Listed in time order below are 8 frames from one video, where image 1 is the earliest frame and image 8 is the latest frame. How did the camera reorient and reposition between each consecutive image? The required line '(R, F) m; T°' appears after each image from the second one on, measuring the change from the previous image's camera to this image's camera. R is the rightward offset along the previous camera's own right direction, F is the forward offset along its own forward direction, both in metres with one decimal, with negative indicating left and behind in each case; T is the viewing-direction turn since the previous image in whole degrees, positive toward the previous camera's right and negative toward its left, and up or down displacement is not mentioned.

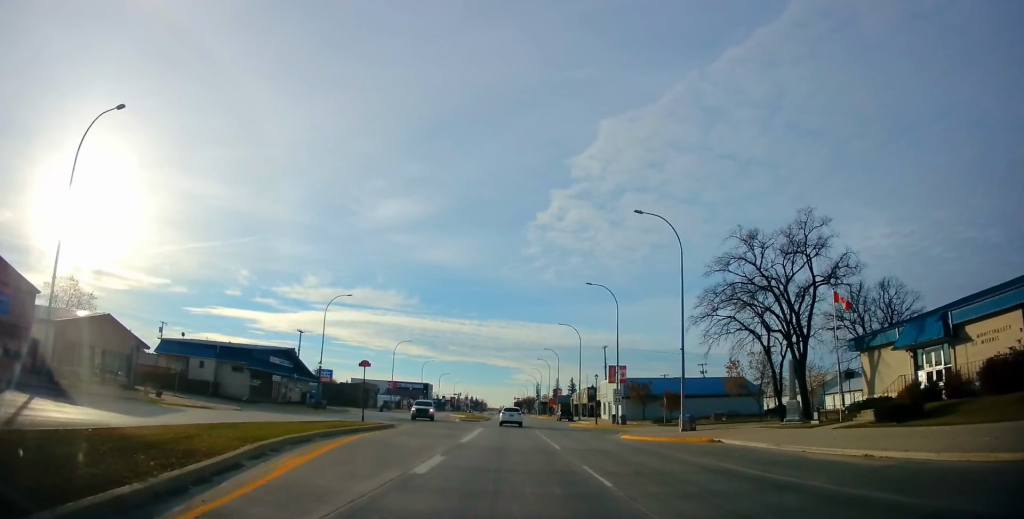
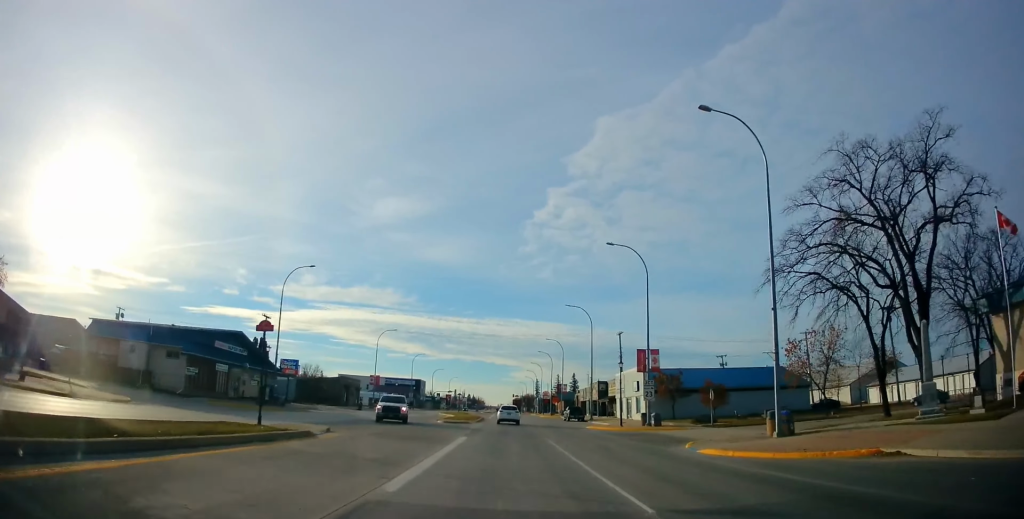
(-0.2, +13.6) m; -1°
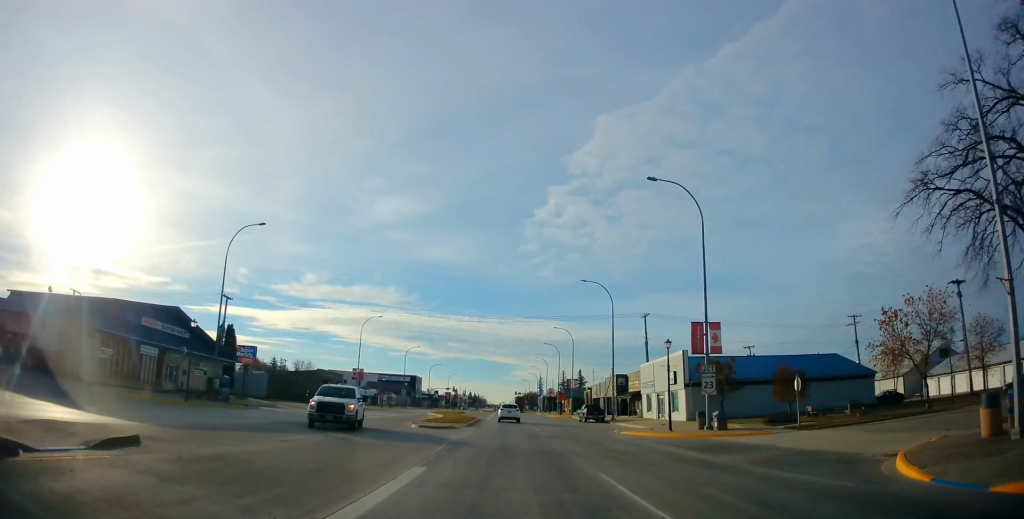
(0.0, +13.0) m; 0°
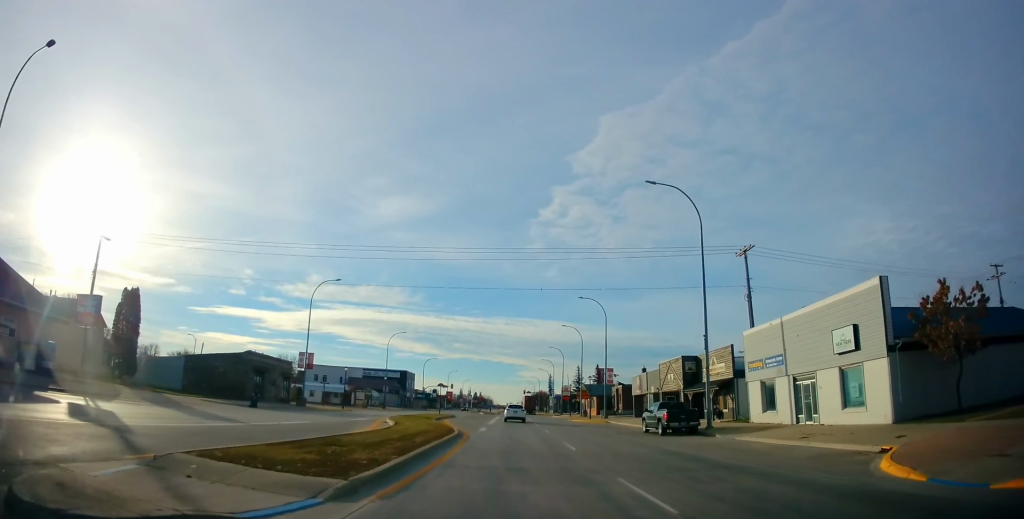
(0.0, +26.7) m; 0°
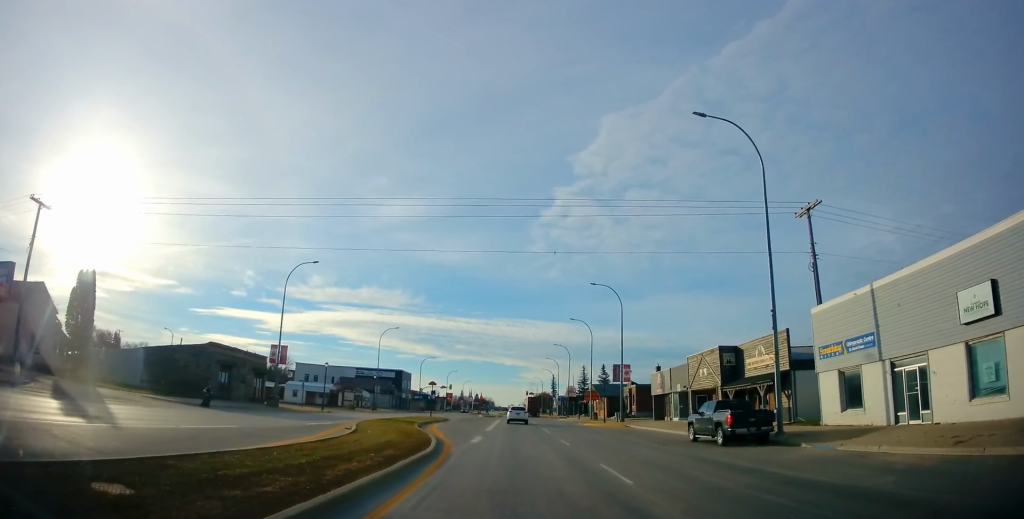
(0.0, +8.7) m; 0°
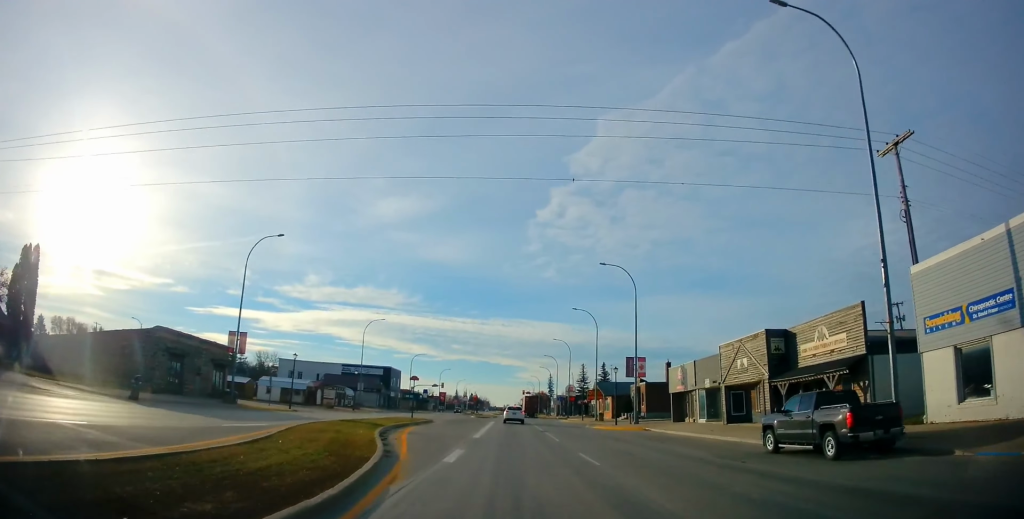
(0.0, +8.5) m; 0°
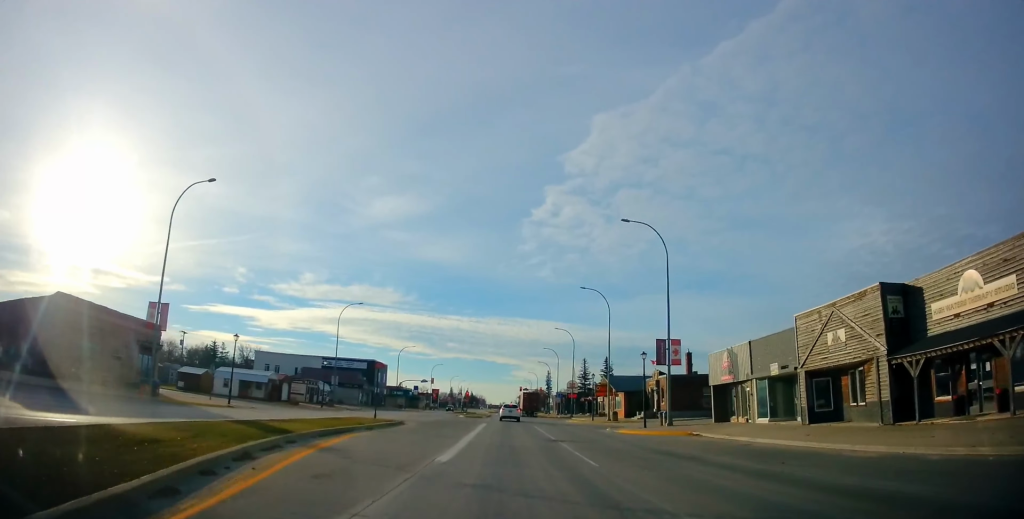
(0.0, +12.2) m; 0°
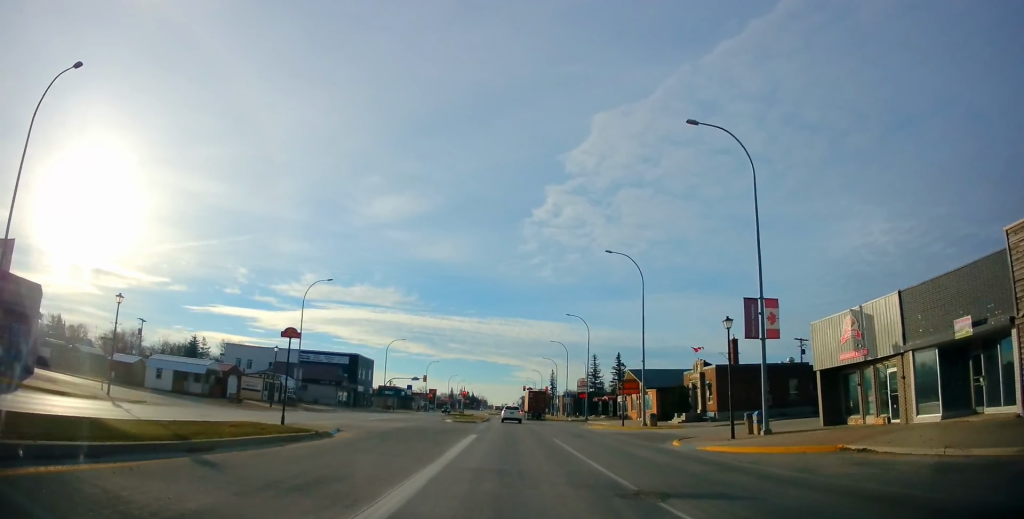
(0.0, +15.2) m; 0°
